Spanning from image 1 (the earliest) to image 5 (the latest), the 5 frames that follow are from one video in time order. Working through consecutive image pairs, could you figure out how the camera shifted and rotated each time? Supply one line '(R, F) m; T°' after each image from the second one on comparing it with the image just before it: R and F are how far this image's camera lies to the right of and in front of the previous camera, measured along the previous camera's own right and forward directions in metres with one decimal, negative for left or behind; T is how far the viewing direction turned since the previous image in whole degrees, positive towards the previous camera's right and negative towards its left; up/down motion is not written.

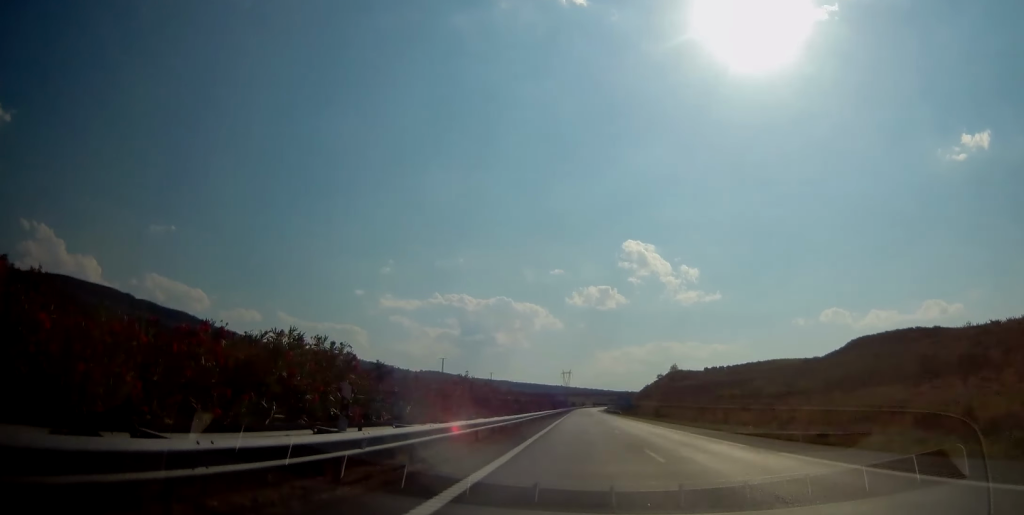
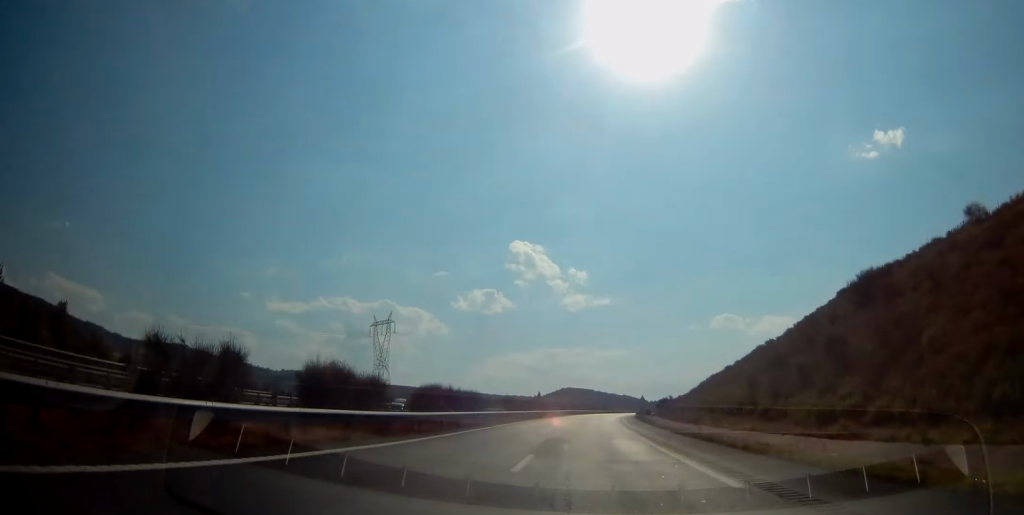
(+31.9, +412.9) m; +12°
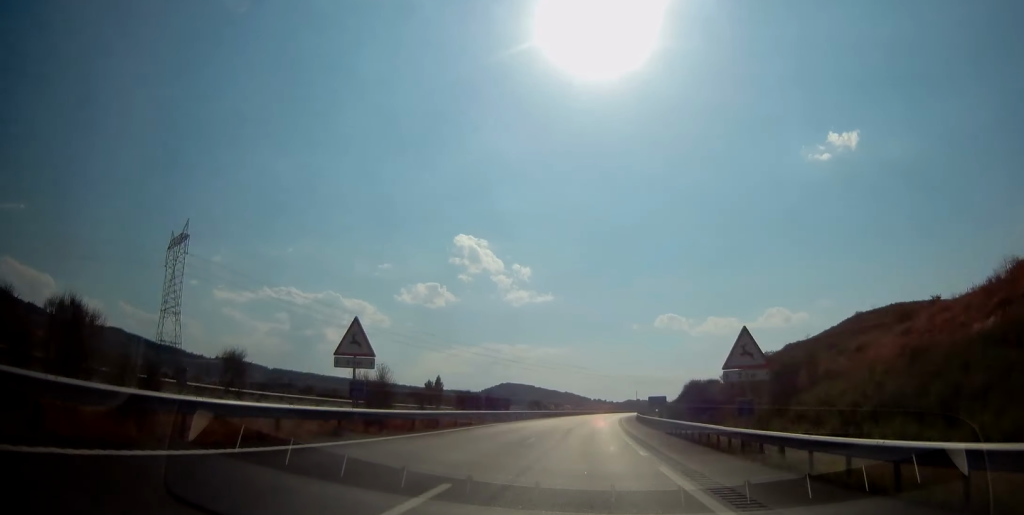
(+2.3, +110.8) m; +5°
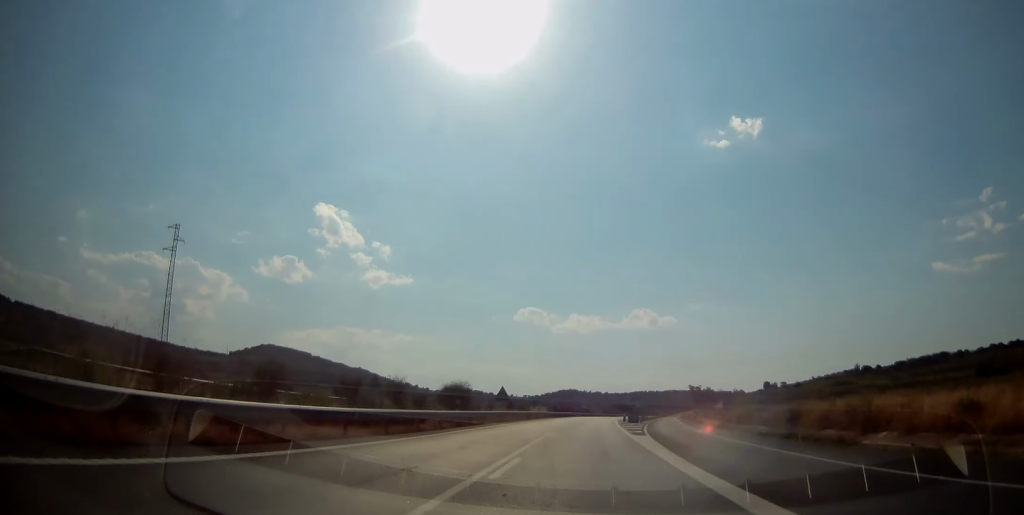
(+94.2, +812.6) m; +12°
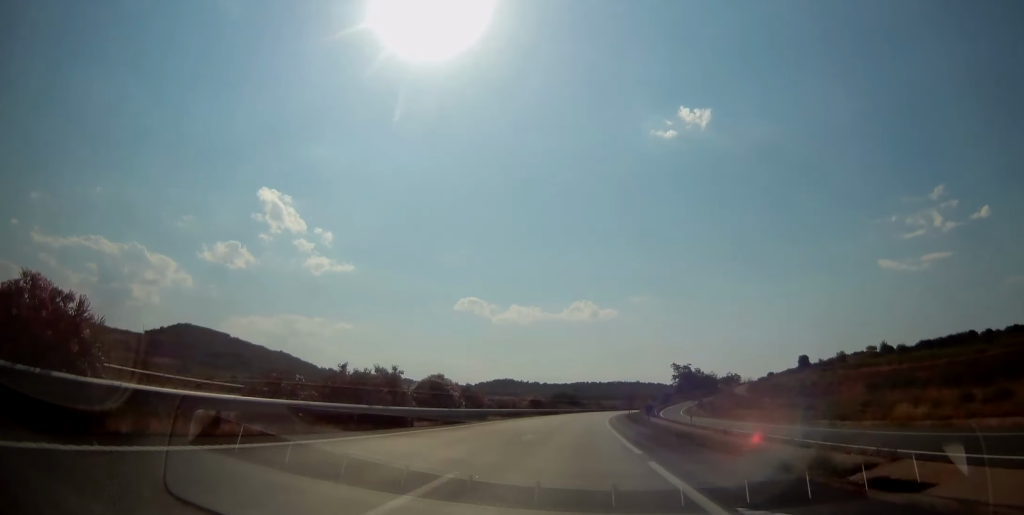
(+5.5, +124.5) m; +4°
